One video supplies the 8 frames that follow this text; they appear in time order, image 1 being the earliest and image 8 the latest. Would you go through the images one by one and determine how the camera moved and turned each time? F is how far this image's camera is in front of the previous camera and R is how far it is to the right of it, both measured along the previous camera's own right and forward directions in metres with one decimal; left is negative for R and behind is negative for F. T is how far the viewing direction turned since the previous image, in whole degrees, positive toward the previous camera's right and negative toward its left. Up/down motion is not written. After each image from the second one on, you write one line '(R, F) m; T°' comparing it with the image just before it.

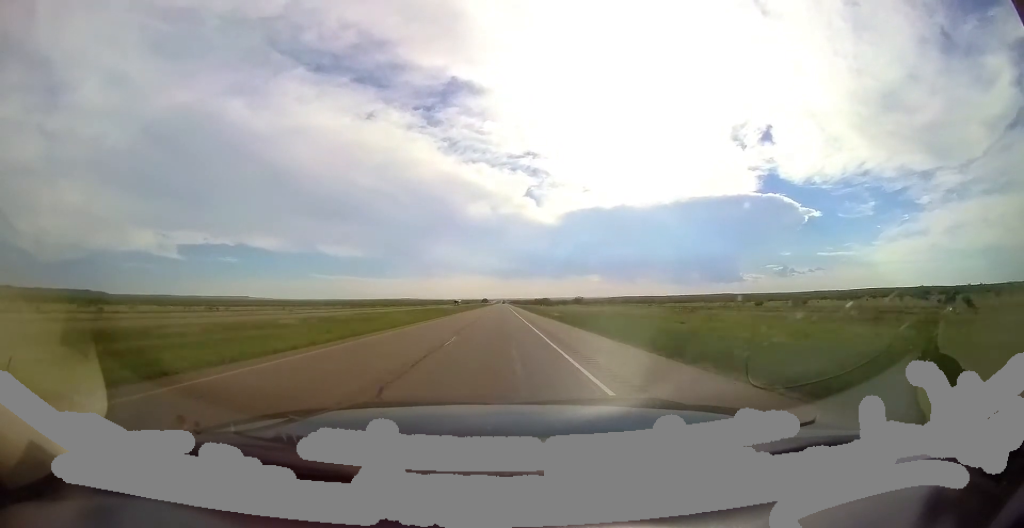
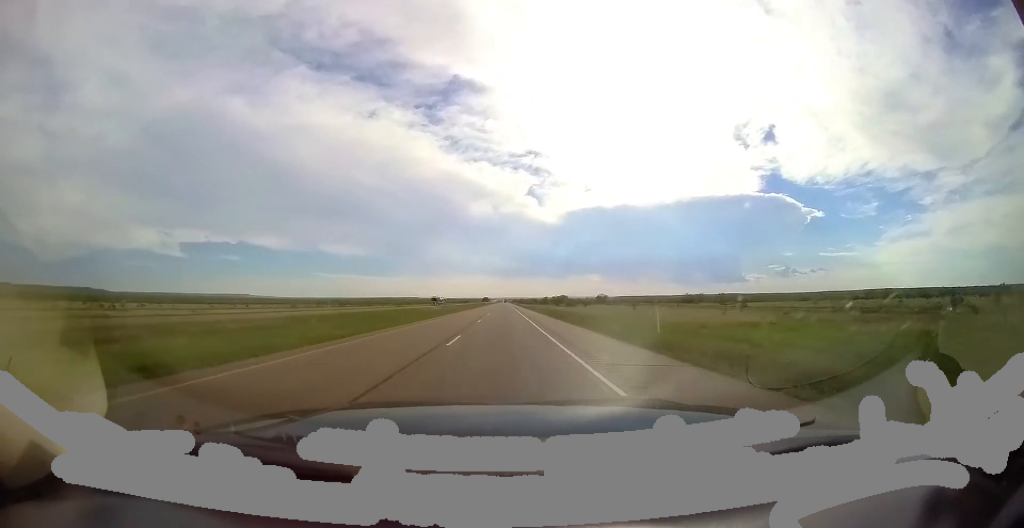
(-0.1, +36.6) m; 0°
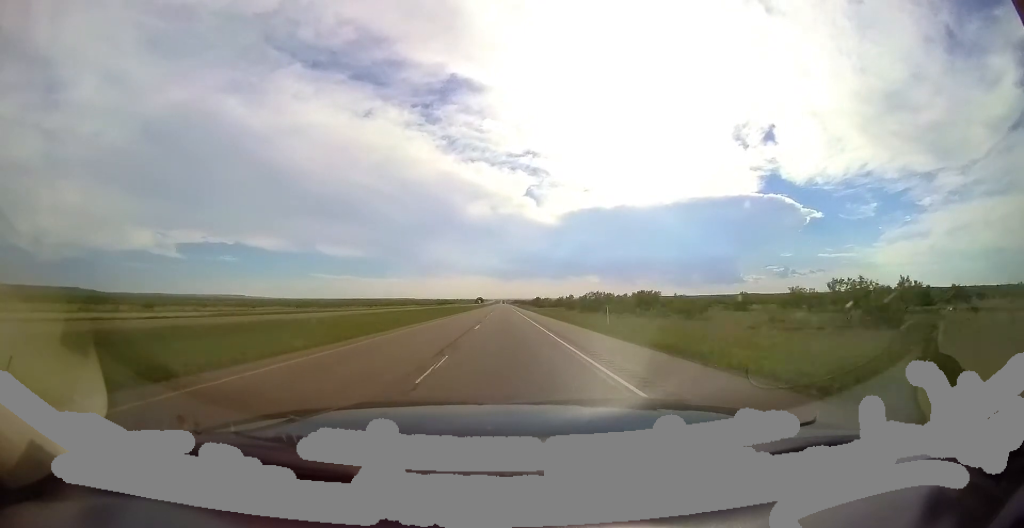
(+0.3, +150.5) m; 0°
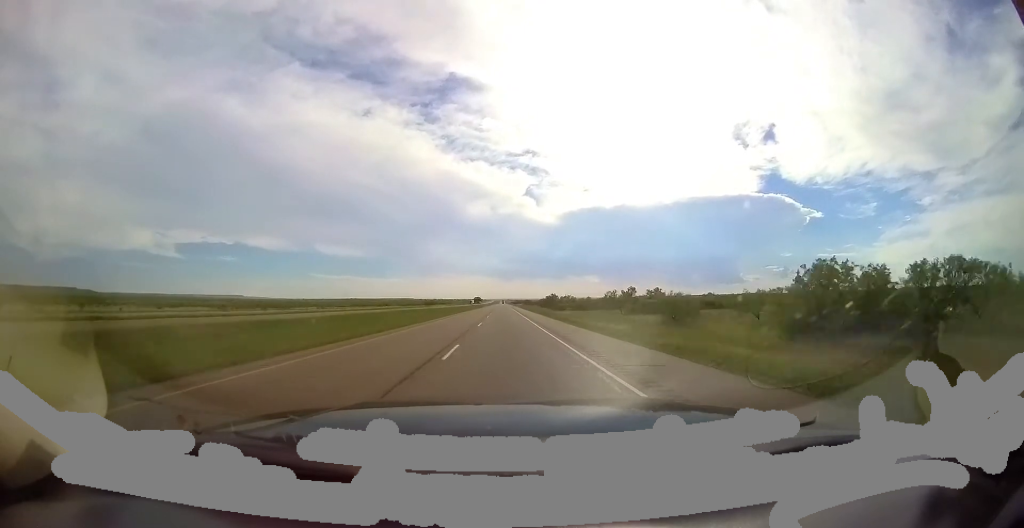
(-0.5, +45.9) m; 0°
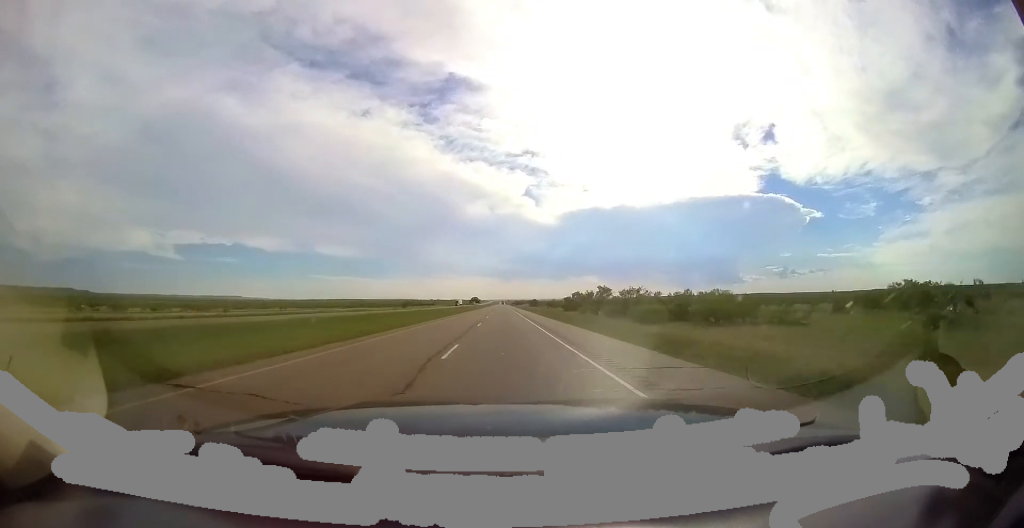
(+0.1, +48.1) m; 0°
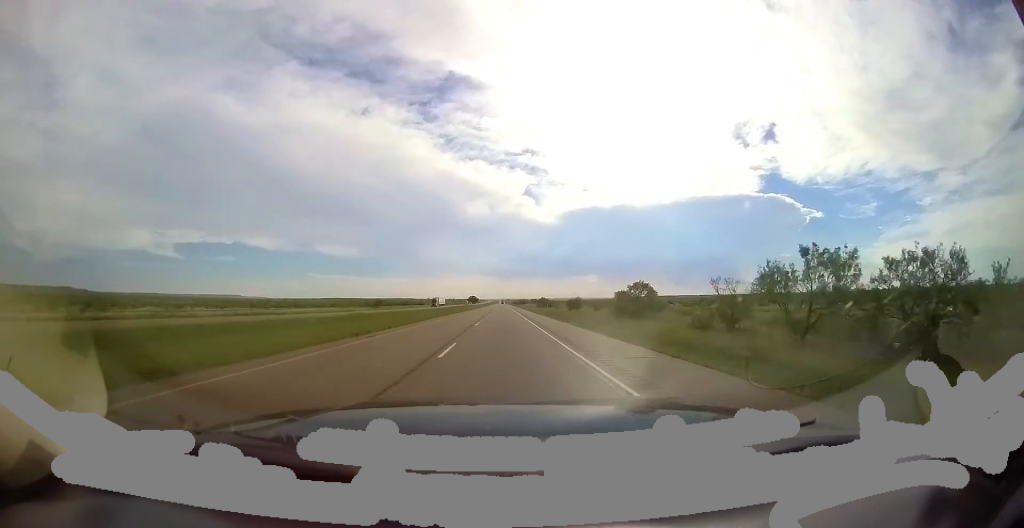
(0.0, +36.0) m; 0°
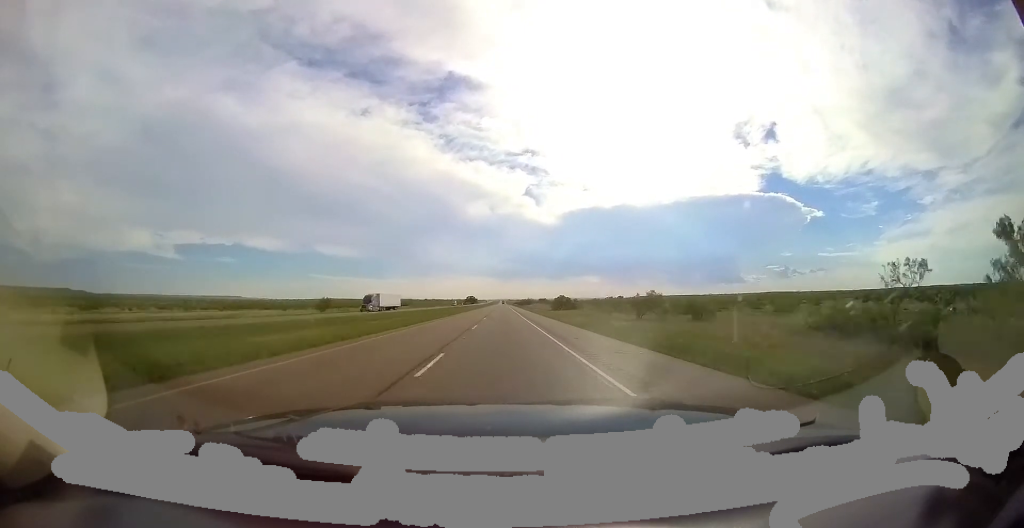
(0.0, +38.4) m; 0°
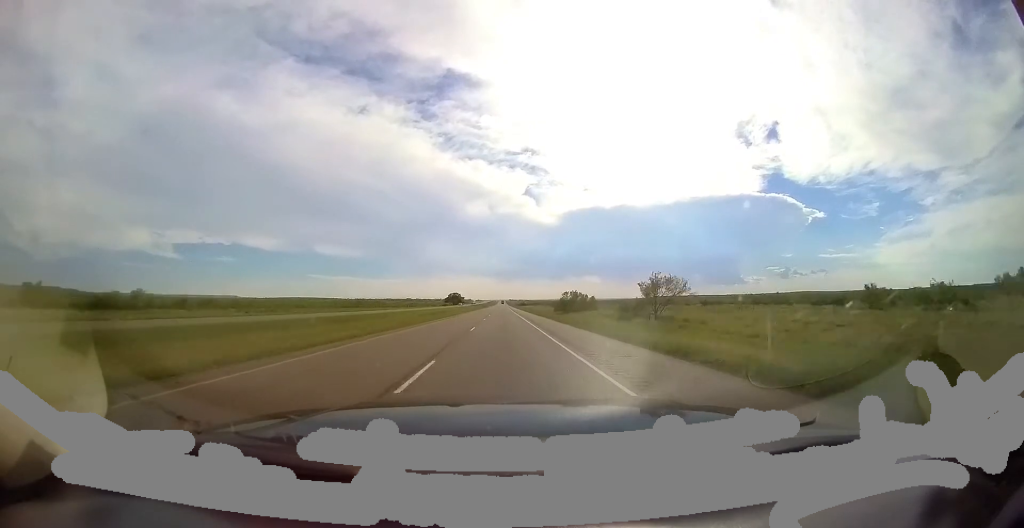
(+0.4, +158.2) m; 0°
